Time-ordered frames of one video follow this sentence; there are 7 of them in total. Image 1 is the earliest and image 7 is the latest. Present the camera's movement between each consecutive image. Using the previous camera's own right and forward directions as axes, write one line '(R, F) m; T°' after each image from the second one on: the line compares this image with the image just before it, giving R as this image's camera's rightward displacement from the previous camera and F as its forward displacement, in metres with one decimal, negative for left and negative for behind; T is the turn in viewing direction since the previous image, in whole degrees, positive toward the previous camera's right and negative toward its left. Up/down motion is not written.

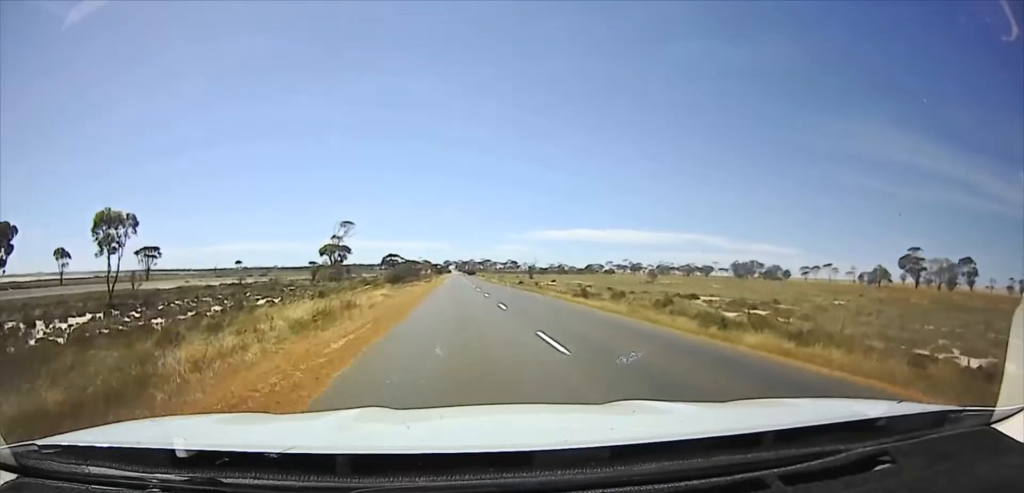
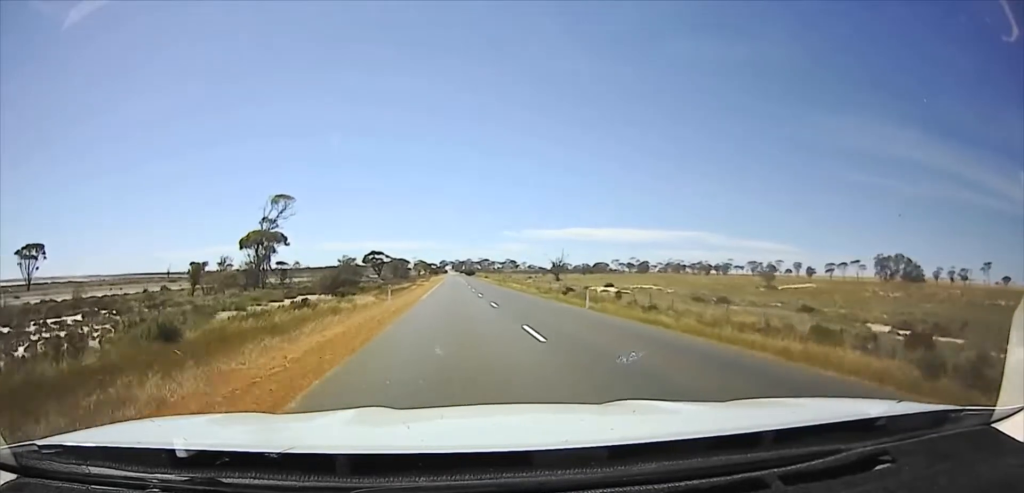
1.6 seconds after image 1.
(0.0, +42.1) m; 0°
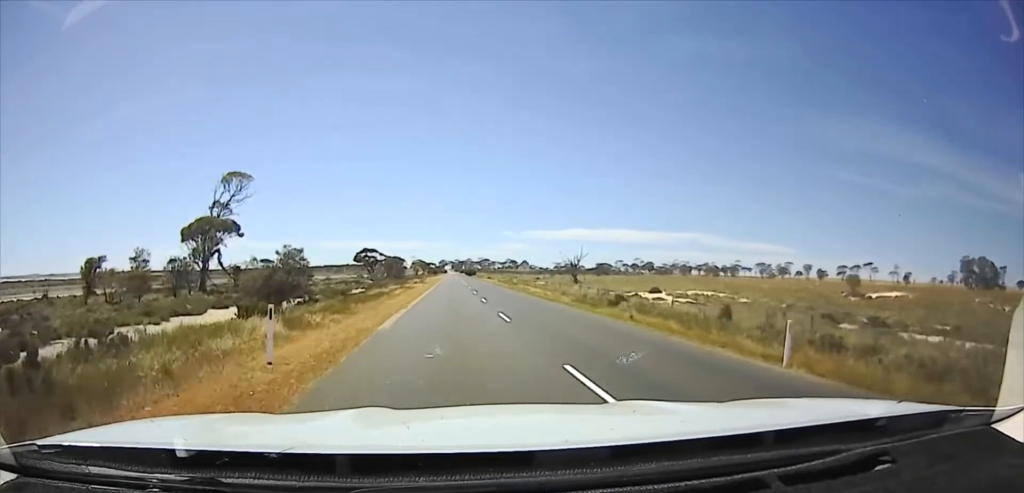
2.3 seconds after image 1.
(0.0, +15.4) m; 0°
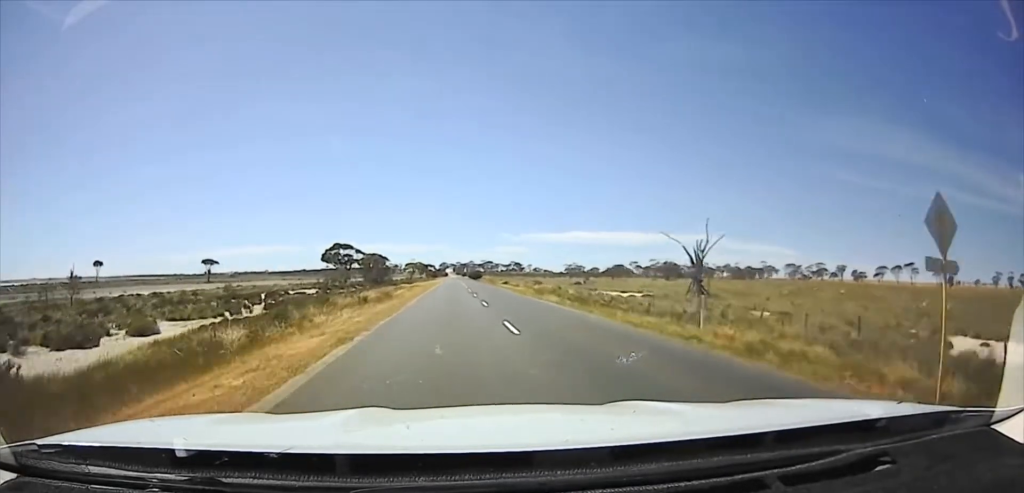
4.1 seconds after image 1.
(+0.1, +37.9) m; -2°
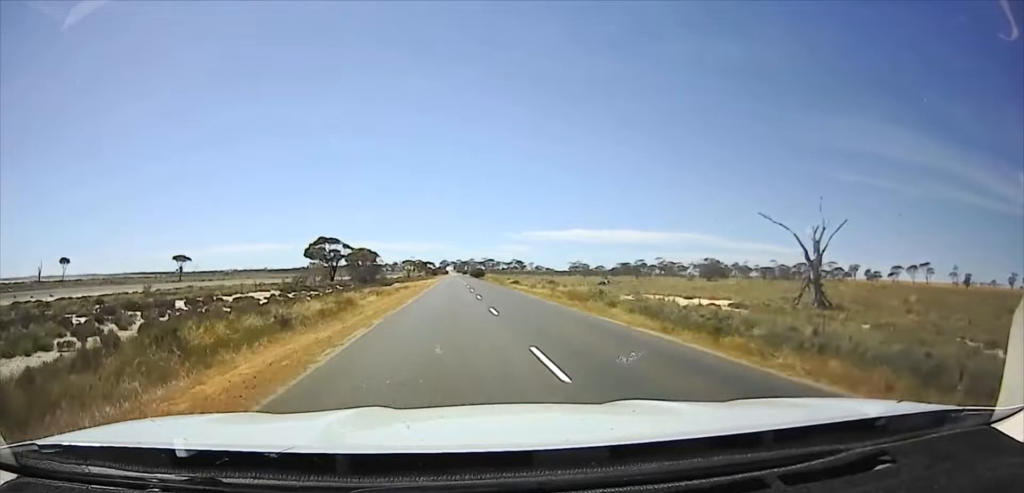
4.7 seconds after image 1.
(0.0, +13.4) m; -2°
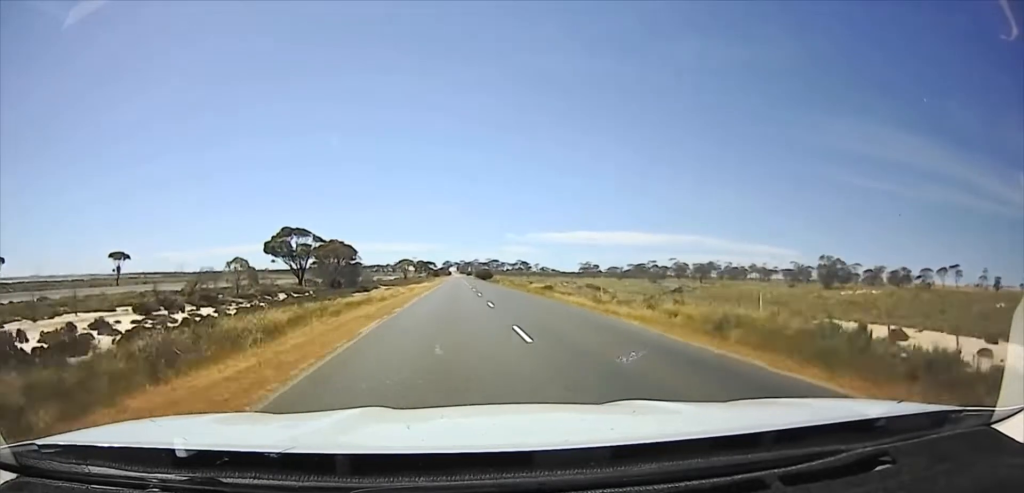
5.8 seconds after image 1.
(-0.6, +25.6) m; +2°
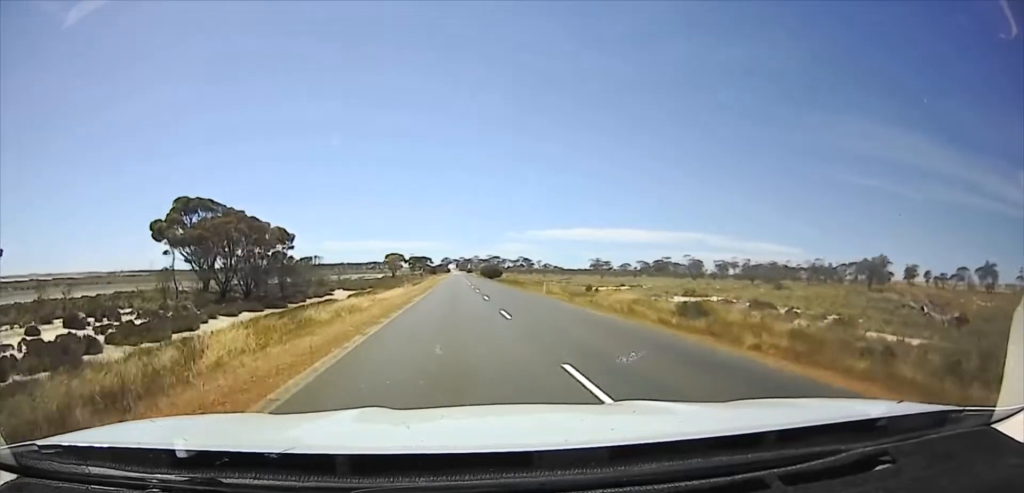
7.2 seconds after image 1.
(+1.7, +39.3) m; +2°
